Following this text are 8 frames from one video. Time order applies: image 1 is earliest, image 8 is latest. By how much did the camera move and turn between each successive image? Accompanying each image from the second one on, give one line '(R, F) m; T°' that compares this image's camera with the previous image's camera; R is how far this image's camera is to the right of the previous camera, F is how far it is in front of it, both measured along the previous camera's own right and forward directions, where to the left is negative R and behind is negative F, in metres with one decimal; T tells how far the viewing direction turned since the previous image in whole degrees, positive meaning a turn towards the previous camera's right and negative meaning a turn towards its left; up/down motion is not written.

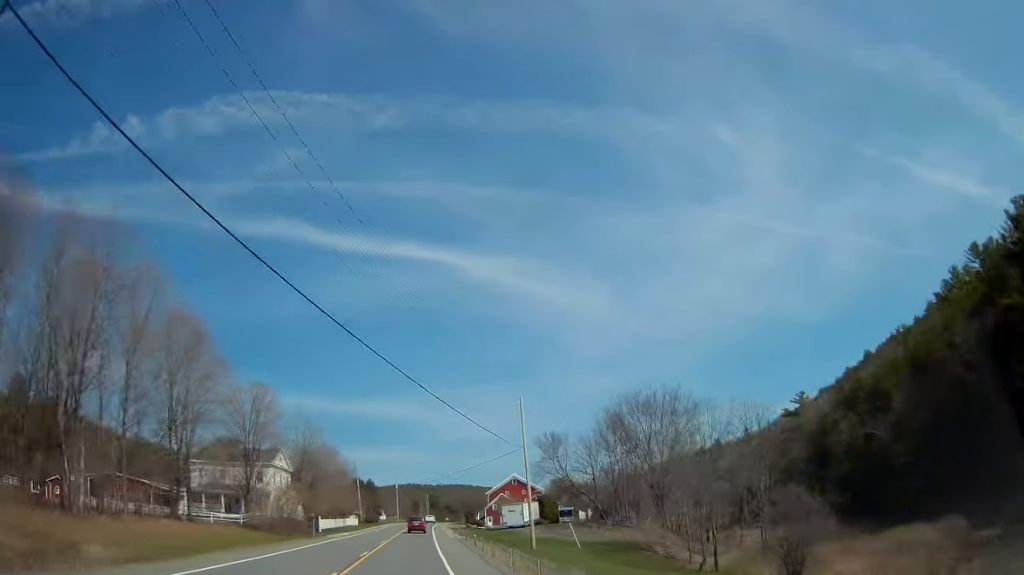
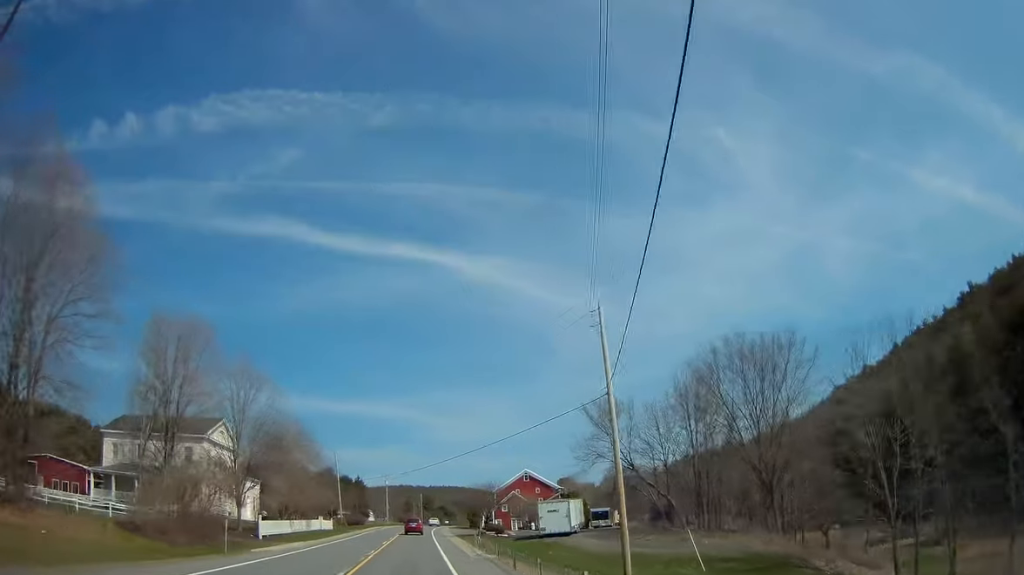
(0.0, +23.2) m; 0°
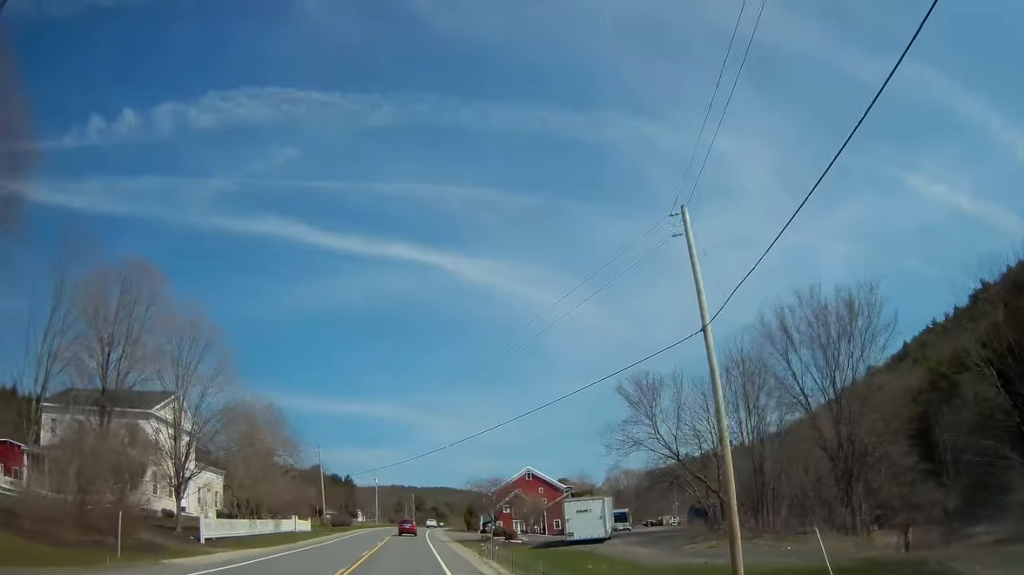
(-0.1, +10.4) m; 0°
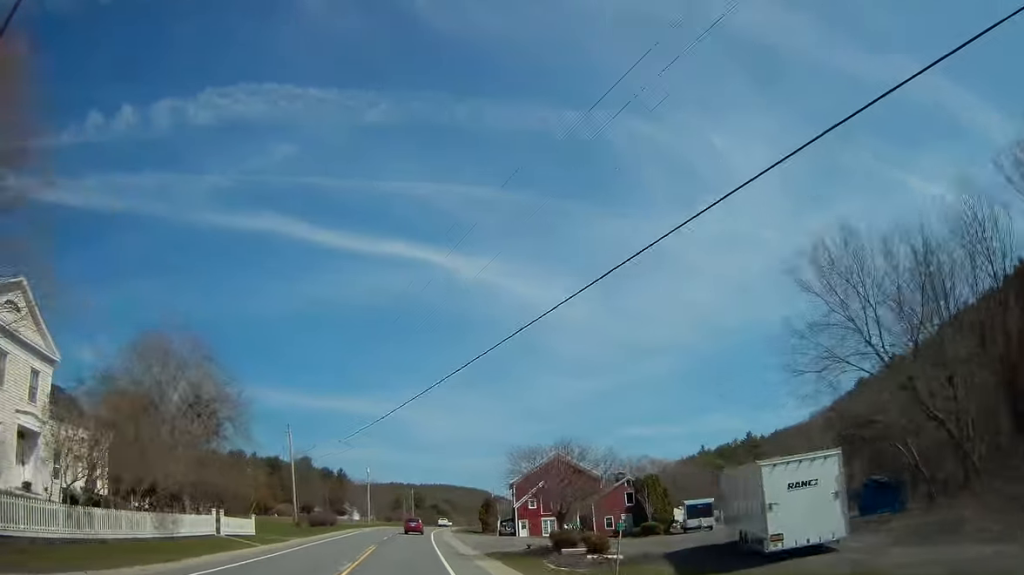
(+0.3, +22.1) m; +1°
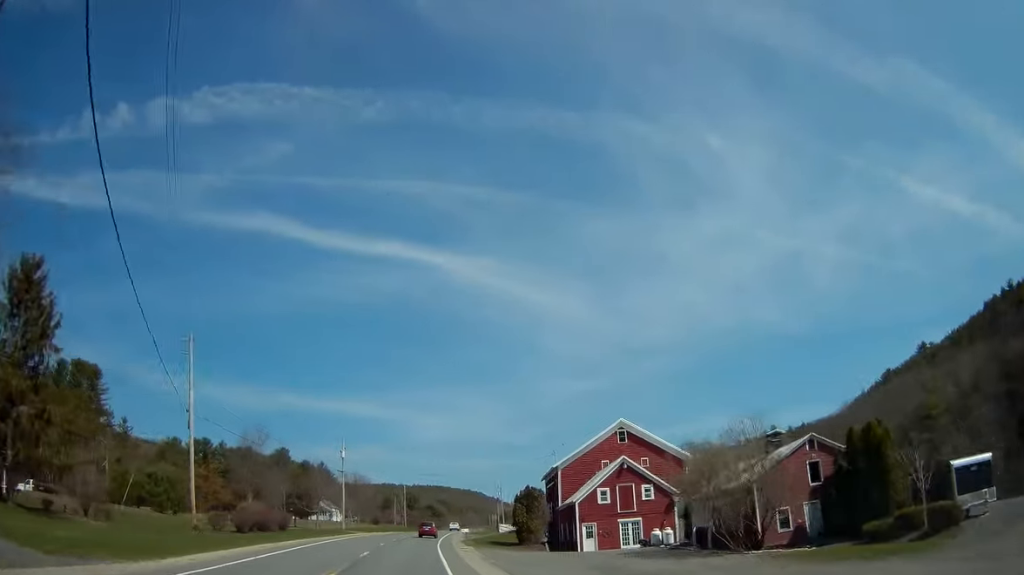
(+0.2, +31.2) m; +1°
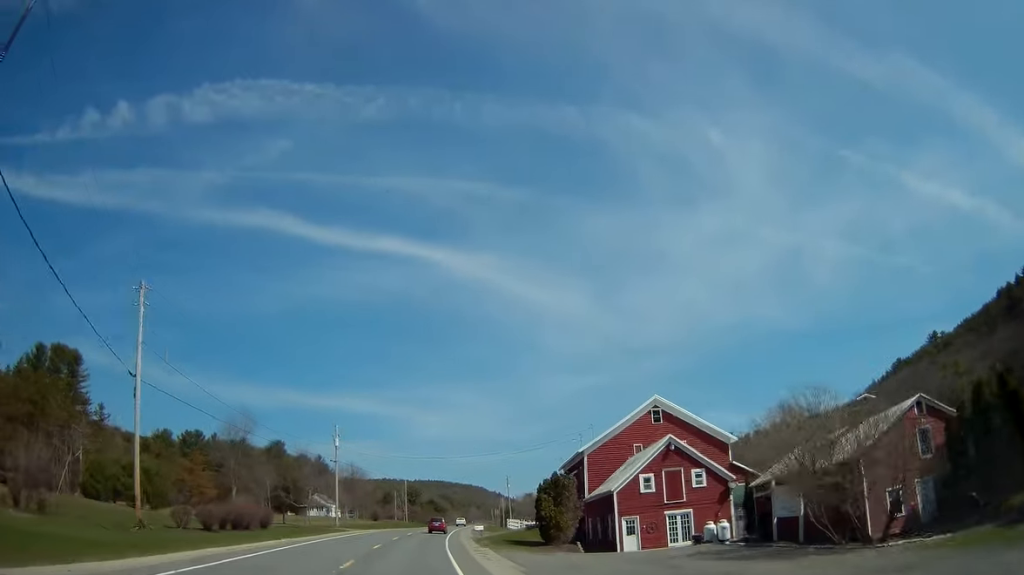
(0.0, +8.6) m; 0°
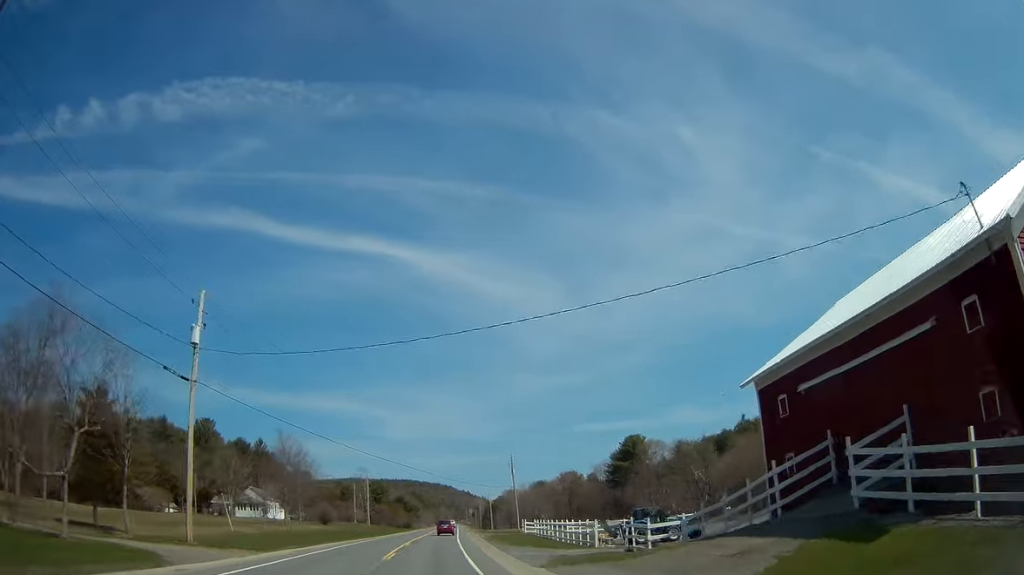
(+0.1, +41.9) m; +1°
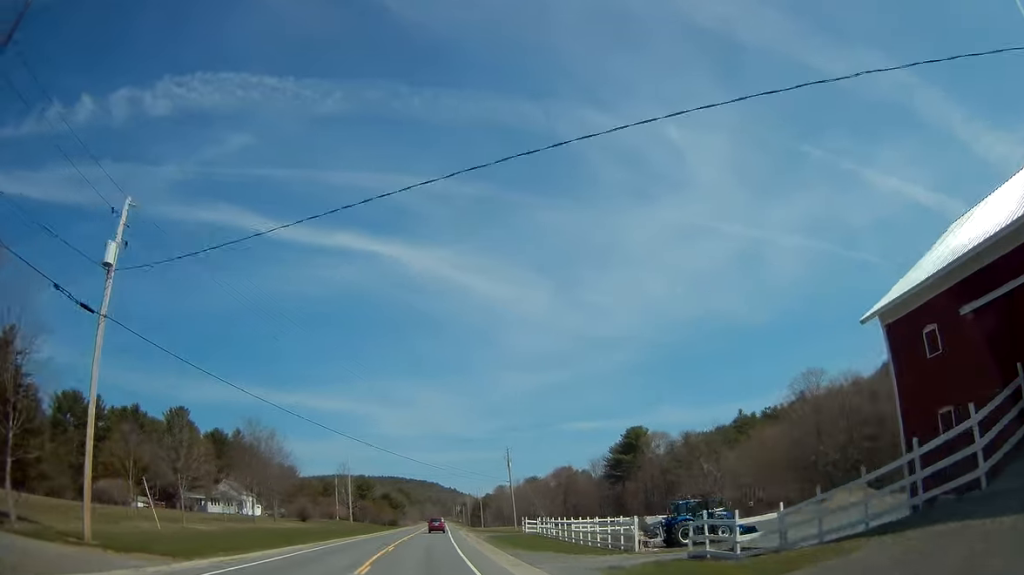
(+0.1, +9.0) m; +1°
